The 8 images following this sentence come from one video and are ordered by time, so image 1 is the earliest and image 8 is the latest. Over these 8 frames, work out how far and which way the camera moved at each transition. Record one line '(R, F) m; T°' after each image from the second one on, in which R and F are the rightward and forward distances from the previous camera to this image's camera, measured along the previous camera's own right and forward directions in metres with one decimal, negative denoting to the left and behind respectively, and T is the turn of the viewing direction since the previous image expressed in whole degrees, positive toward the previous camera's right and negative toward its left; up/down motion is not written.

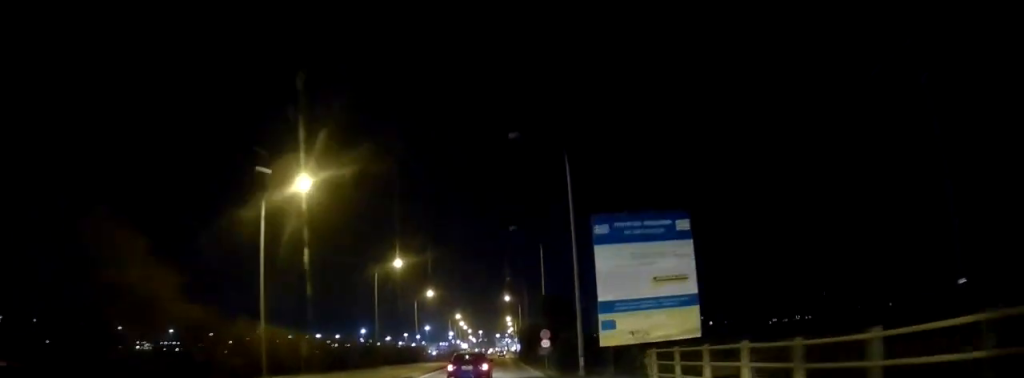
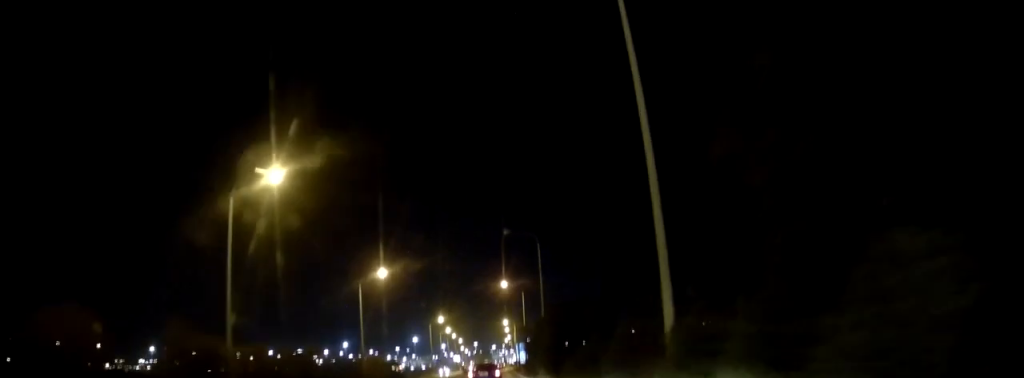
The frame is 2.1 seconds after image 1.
(+0.3, +35.9) m; +2°
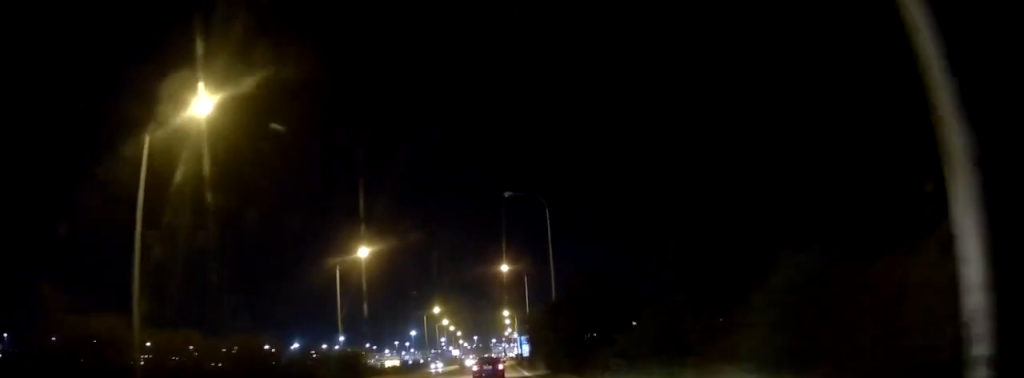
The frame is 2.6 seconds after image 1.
(-0.1, +8.7) m; 0°
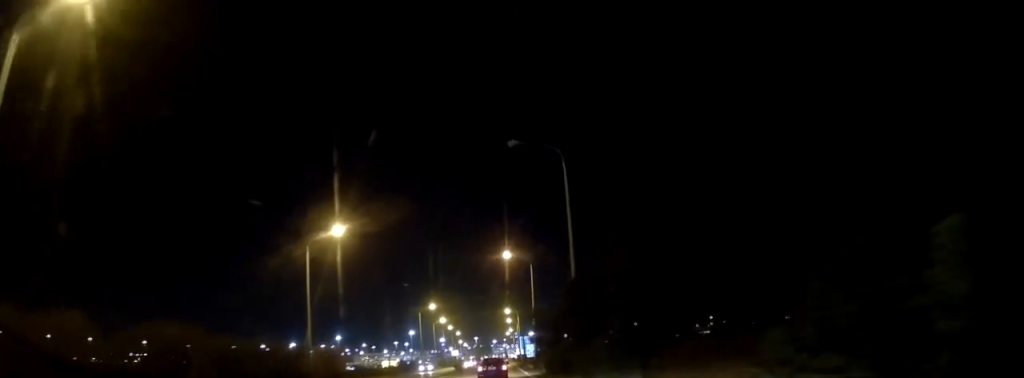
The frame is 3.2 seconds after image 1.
(0.0, +9.4) m; 0°
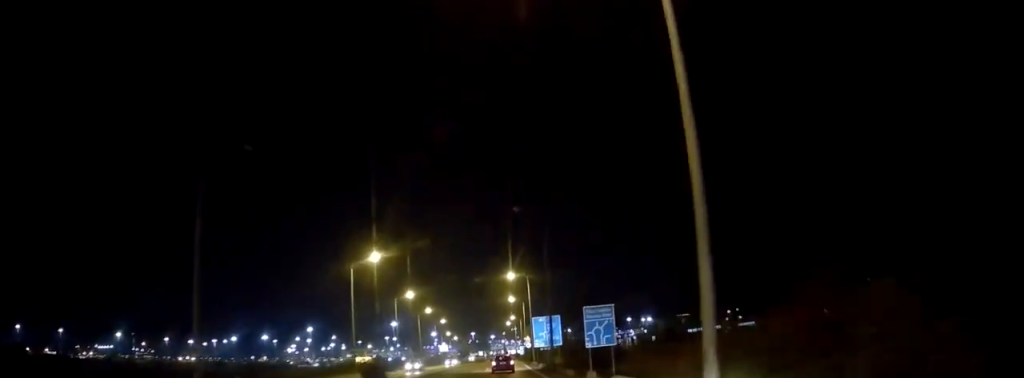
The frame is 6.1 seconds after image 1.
(-0.1, +56.1) m; -1°
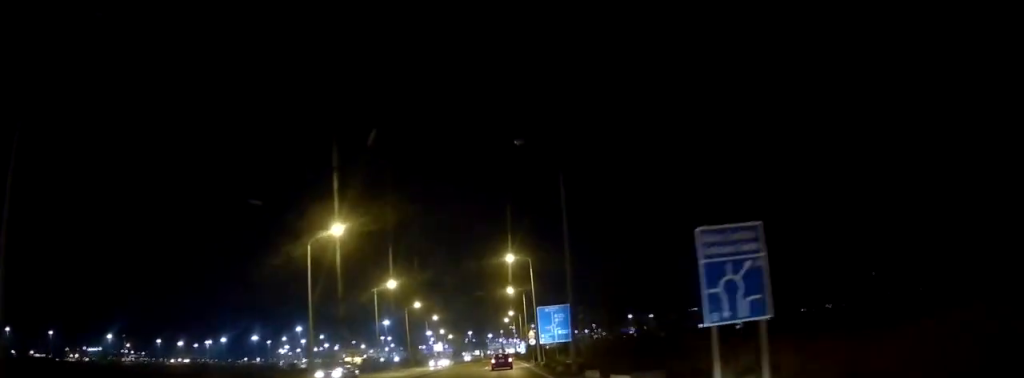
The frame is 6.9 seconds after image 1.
(-0.2, +14.5) m; +1°
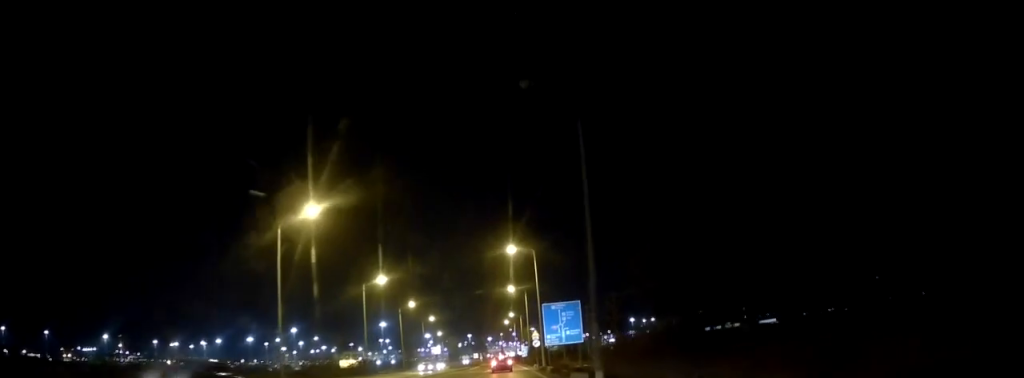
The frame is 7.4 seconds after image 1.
(0.0, +7.5) m; 0°
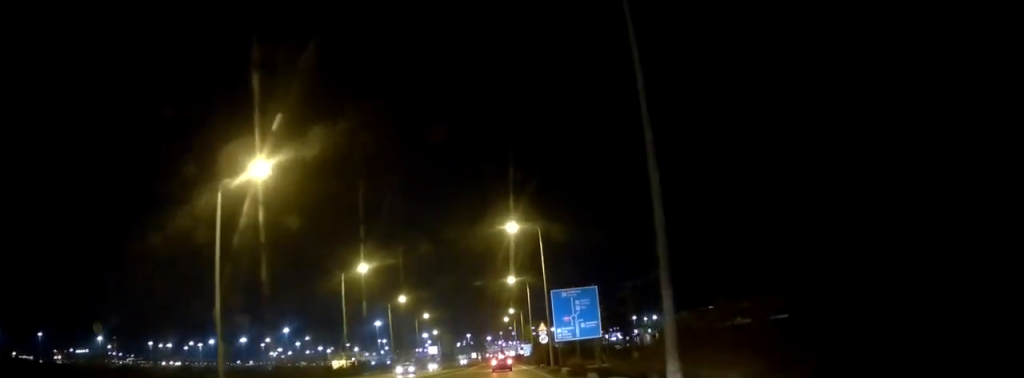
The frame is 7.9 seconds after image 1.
(+0.3, +10.0) m; 0°
